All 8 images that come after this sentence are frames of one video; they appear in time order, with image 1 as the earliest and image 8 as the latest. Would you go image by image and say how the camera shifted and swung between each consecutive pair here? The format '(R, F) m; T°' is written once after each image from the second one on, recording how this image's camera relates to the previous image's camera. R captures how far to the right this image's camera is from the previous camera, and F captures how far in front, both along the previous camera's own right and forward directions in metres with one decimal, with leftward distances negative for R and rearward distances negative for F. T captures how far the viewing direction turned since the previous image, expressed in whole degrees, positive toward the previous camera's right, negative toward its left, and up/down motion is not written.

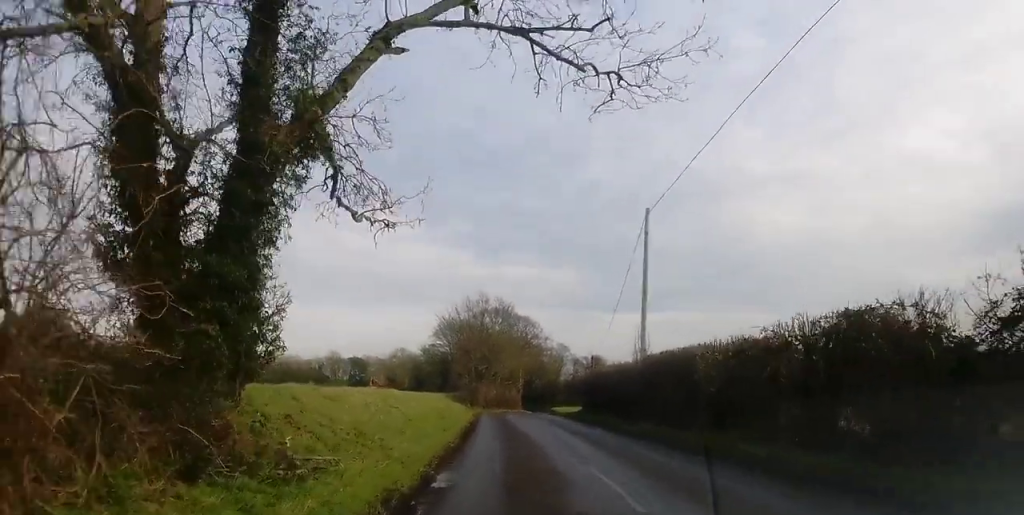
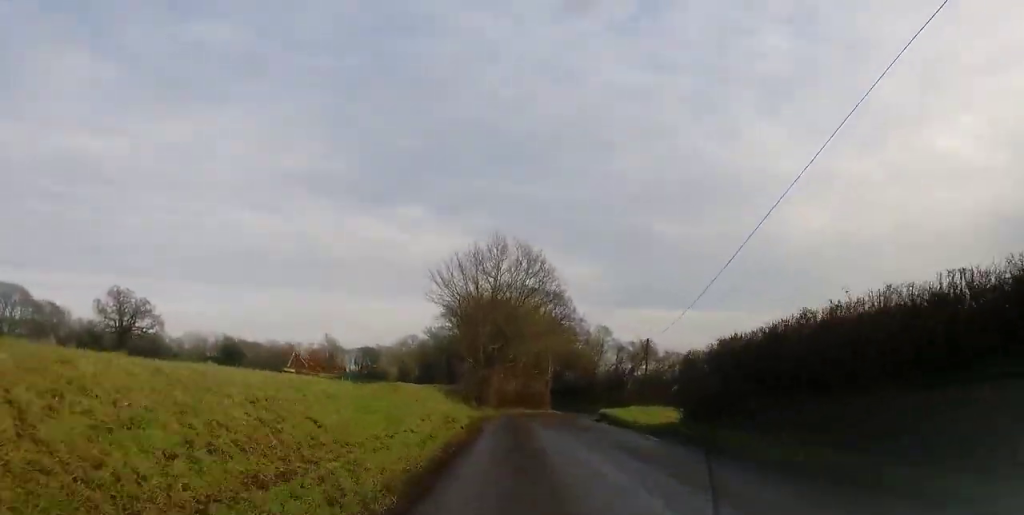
(-1.2, +24.4) m; -3°
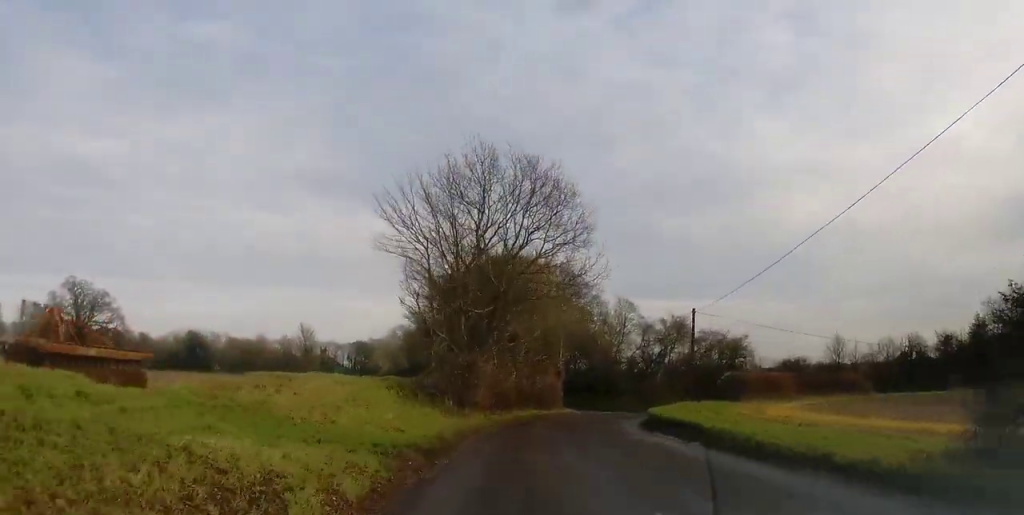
(+0.2, +17.2) m; +1°
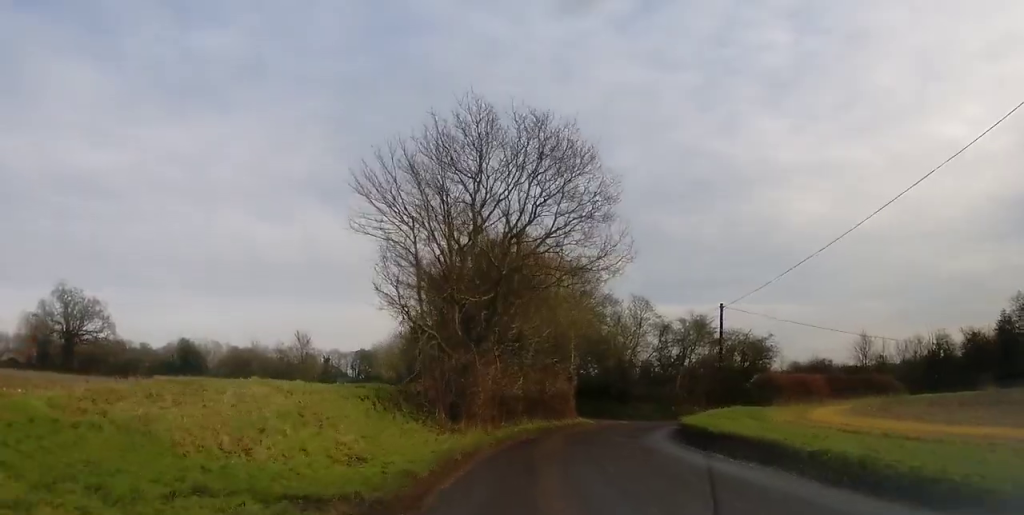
(0.0, +5.6) m; +1°
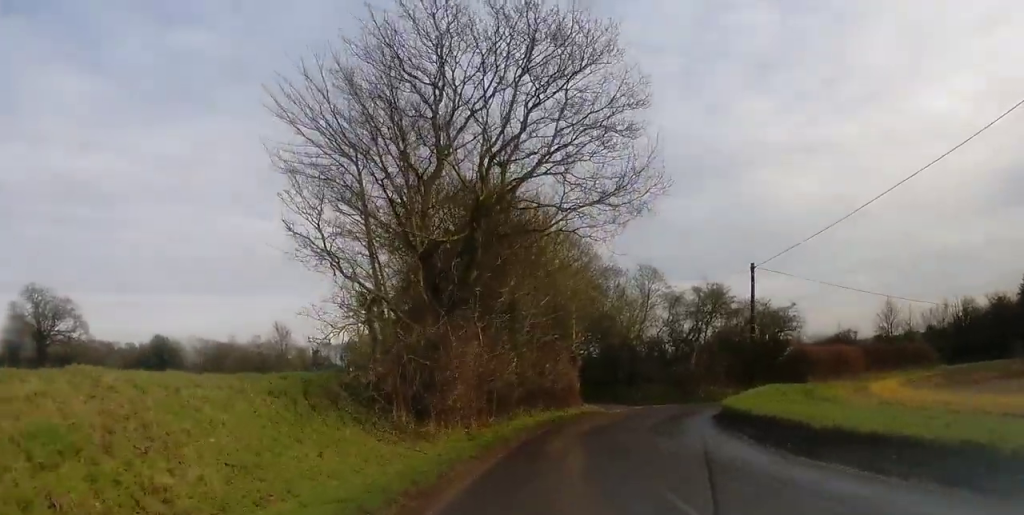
(+0.3, +7.3) m; +2°
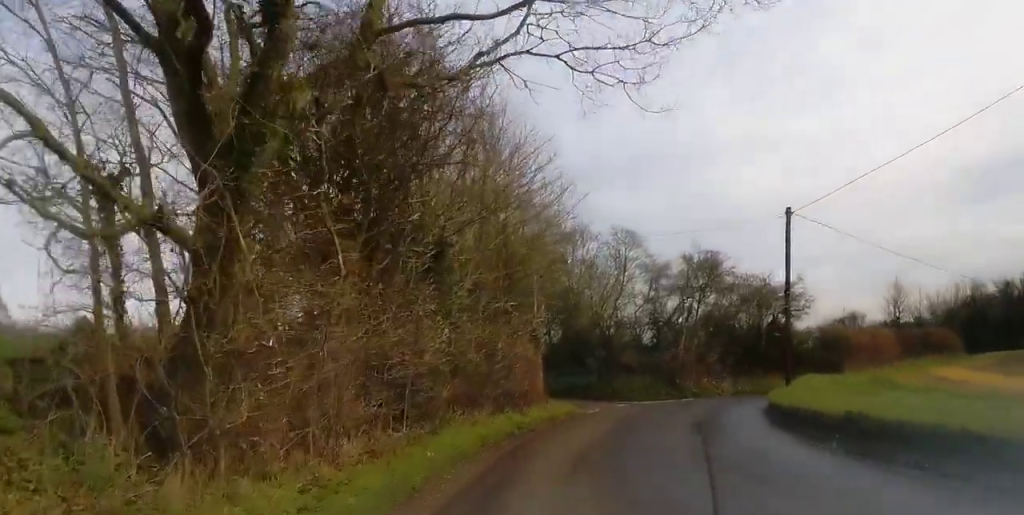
(+0.1, +10.9) m; 0°
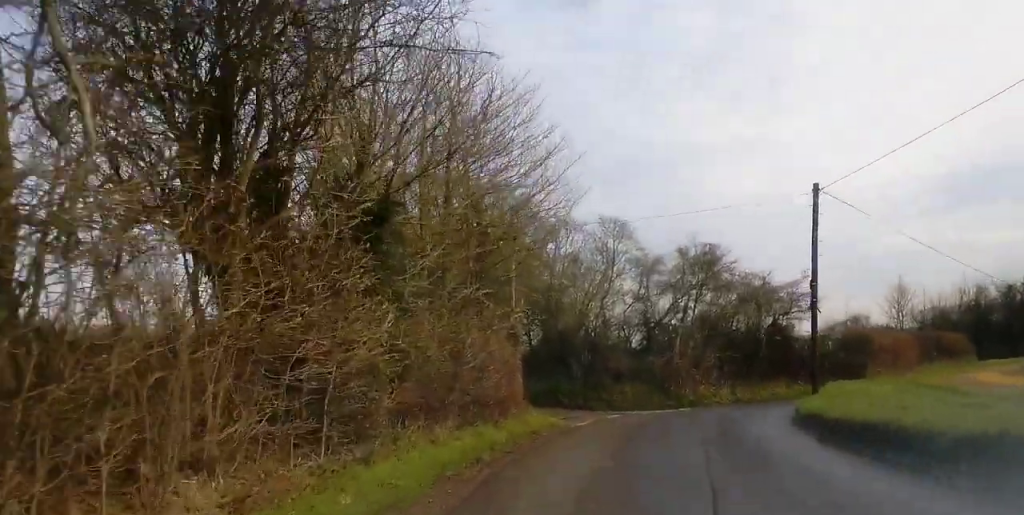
(0.0, +4.5) m; +3°
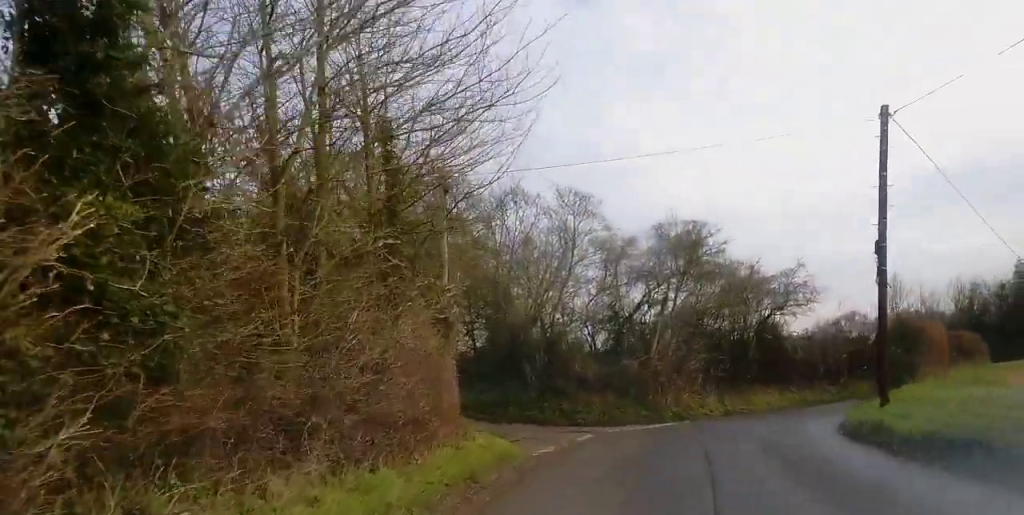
(-0.3, +7.5) m; +7°
